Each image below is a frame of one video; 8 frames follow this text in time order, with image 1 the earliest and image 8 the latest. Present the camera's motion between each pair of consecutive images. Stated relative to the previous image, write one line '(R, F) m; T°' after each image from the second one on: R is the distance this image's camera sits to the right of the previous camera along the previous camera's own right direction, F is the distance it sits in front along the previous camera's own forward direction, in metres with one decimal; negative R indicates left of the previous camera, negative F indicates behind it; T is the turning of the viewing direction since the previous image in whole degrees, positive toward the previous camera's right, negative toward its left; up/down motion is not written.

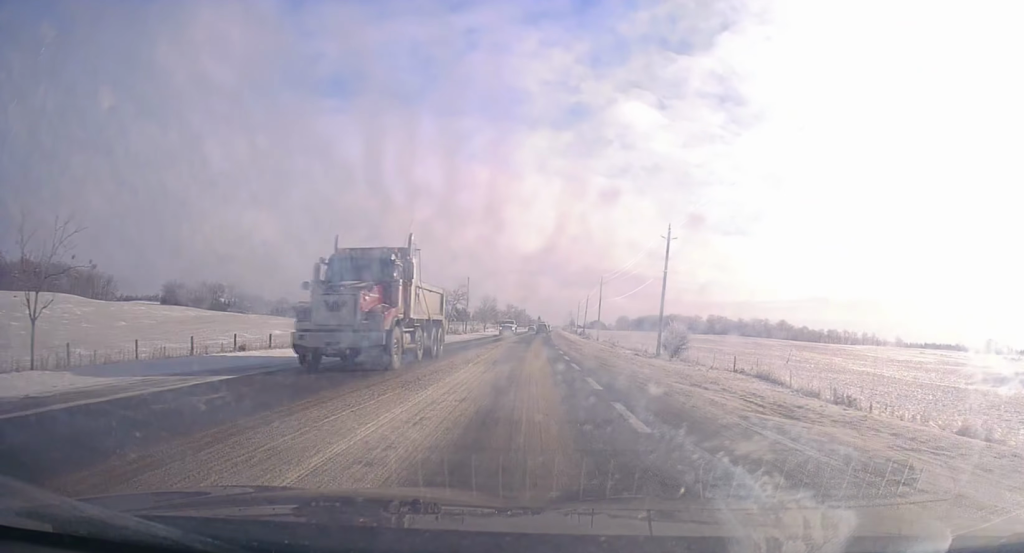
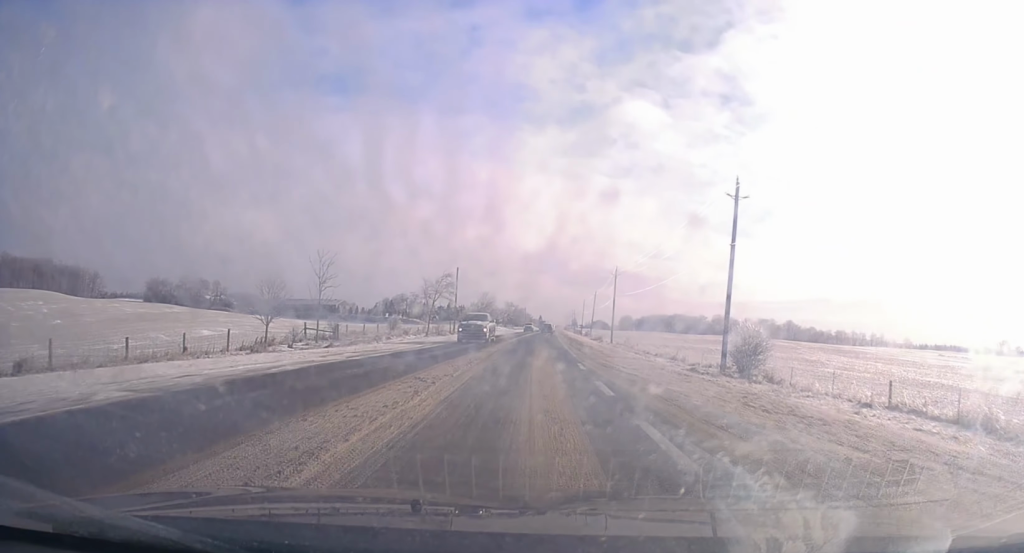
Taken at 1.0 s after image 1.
(-0.1, +19.4) m; 0°
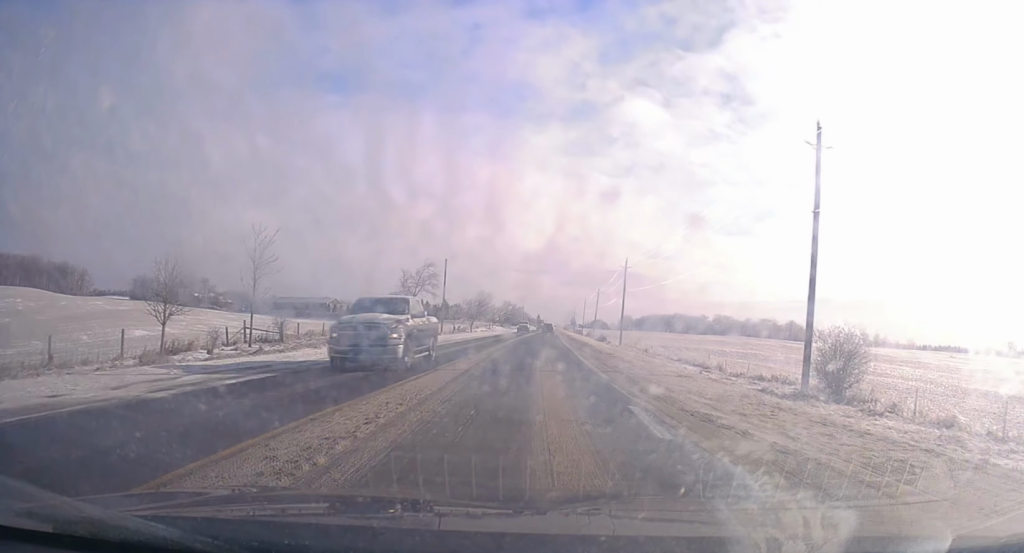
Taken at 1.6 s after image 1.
(+0.2, +12.1) m; 0°
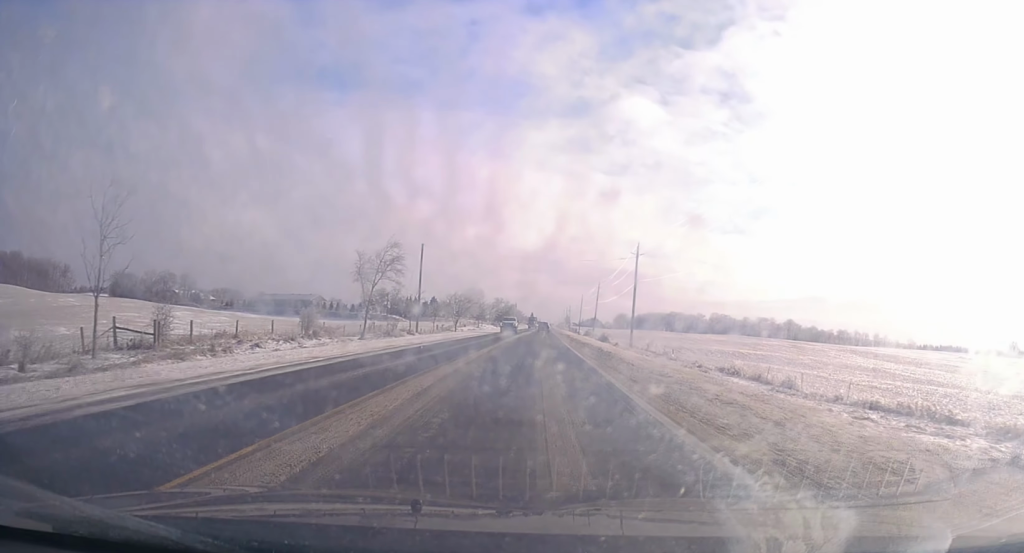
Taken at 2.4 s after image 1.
(-0.2, +15.6) m; -1°
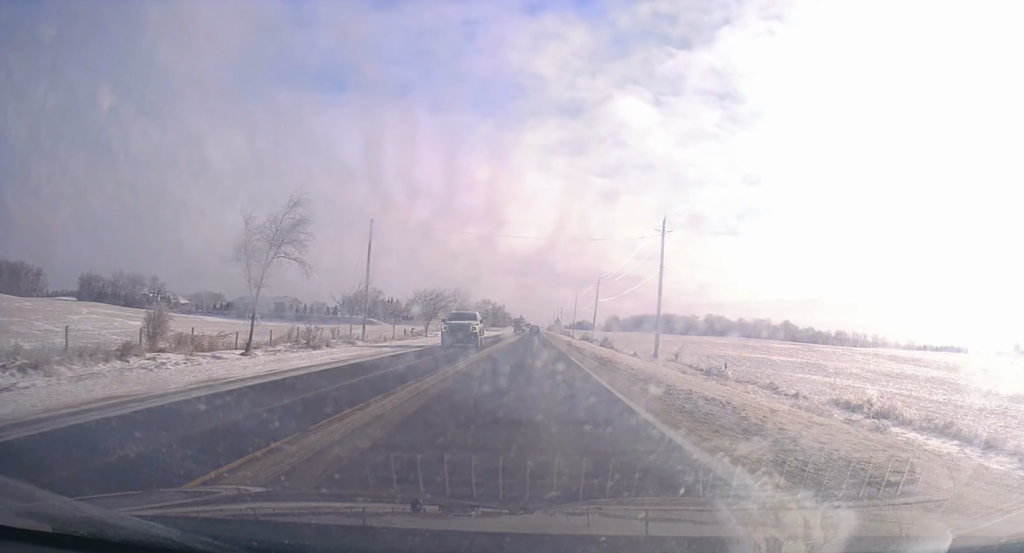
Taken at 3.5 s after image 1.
(0.0, +20.8) m; +1°
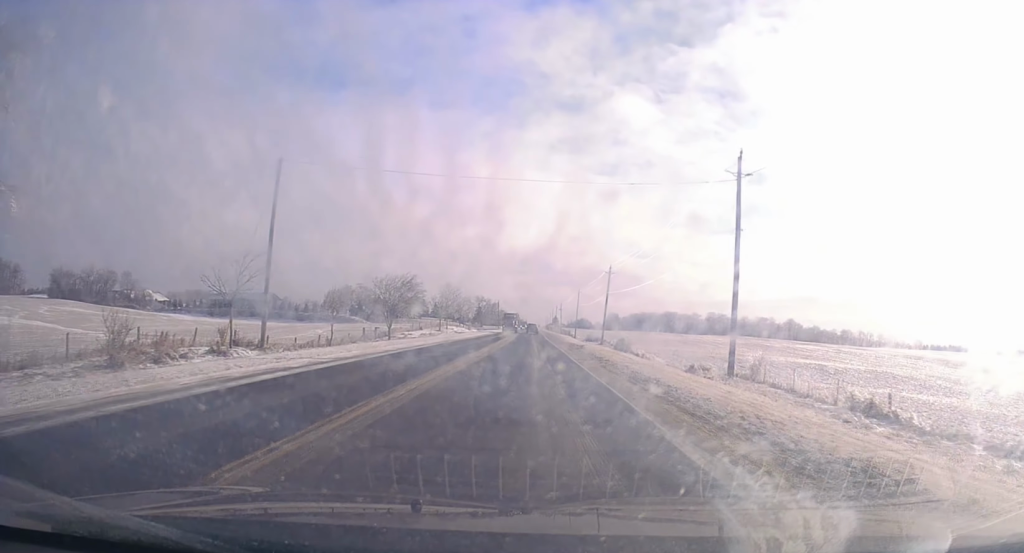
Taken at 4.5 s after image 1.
(+0.4, +21.2) m; 0°
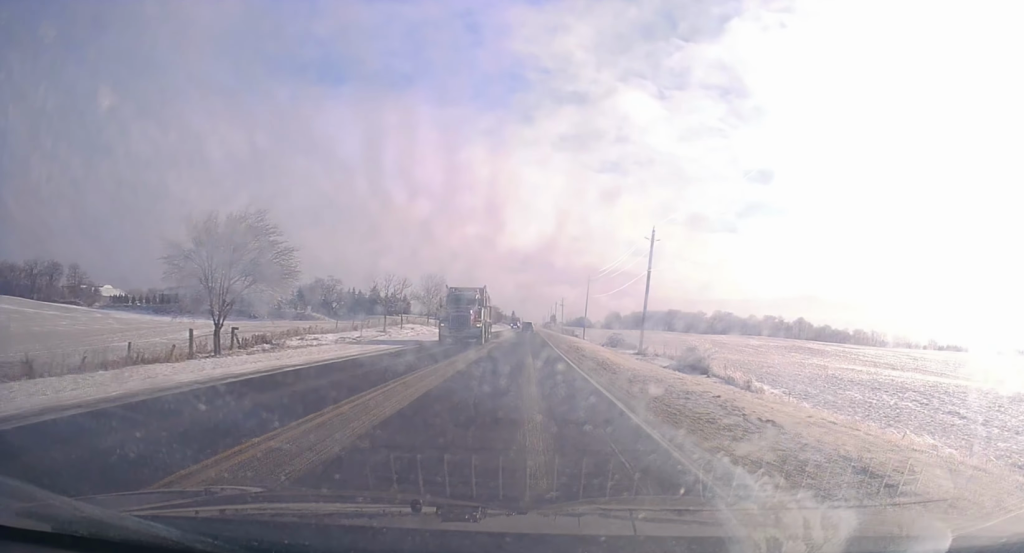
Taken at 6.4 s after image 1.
(-0.6, +37.5) m; 0°
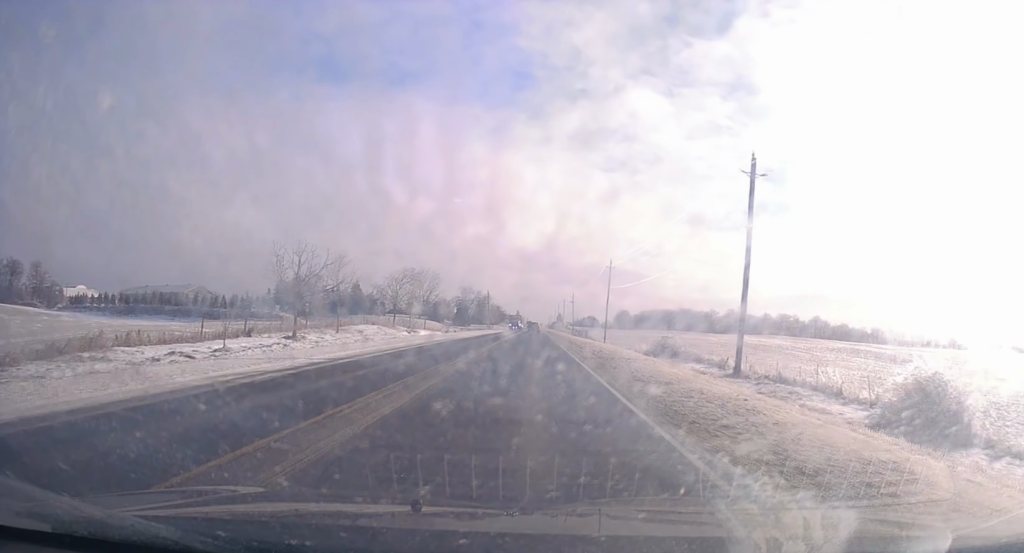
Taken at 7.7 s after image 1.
(+0.6, +27.7) m; +1°
